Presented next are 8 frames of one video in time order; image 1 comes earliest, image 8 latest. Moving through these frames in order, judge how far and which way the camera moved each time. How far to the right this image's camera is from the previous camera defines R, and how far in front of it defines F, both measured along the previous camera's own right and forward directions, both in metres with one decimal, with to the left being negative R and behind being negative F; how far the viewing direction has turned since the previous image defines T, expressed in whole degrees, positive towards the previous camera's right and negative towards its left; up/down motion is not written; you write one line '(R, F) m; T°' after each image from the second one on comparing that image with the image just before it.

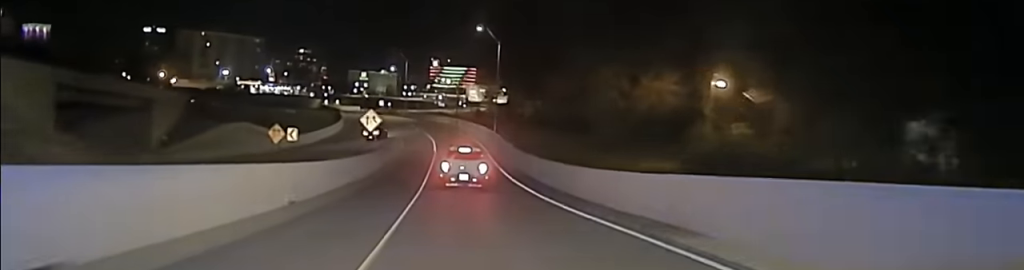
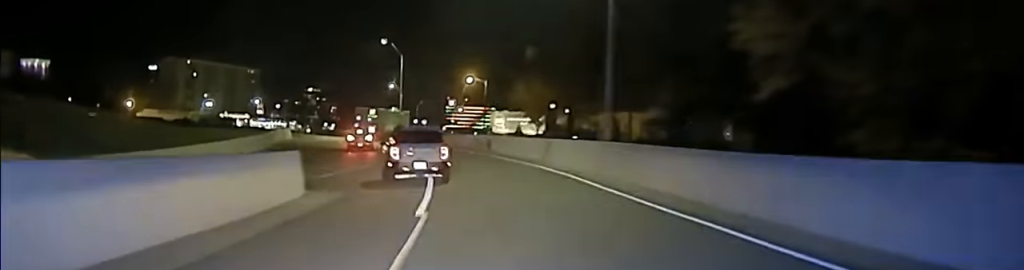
(-1.1, +59.7) m; -5°
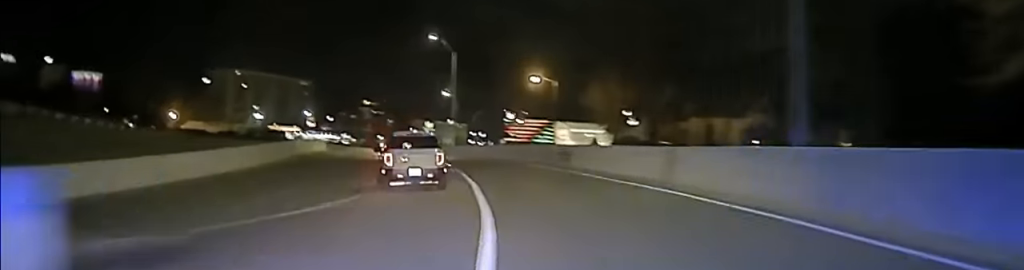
(-0.5, +14.7) m; -3°
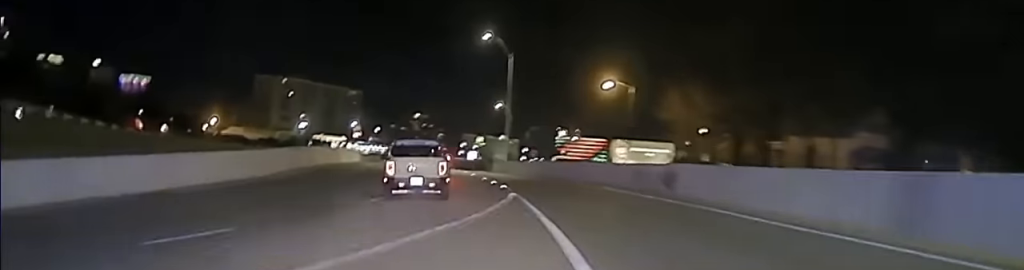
(-0.1, +12.5) m; -2°
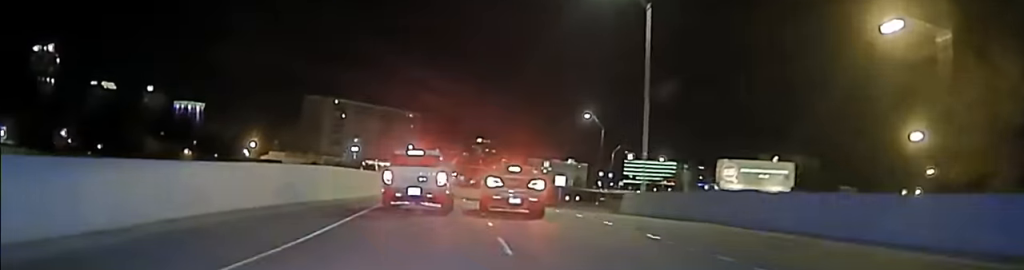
(-1.4, +33.8) m; -2°
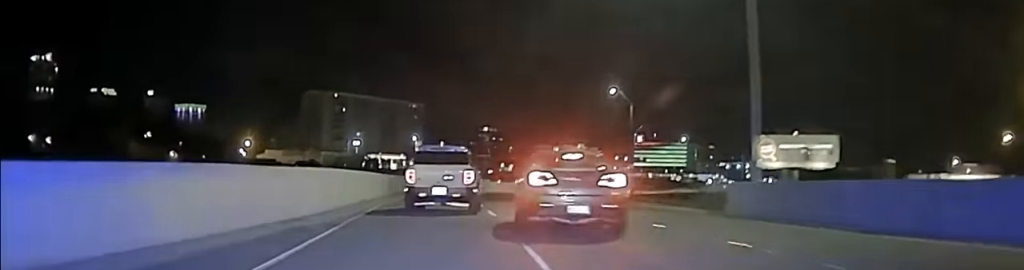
(-0.2, +15.2) m; +2°
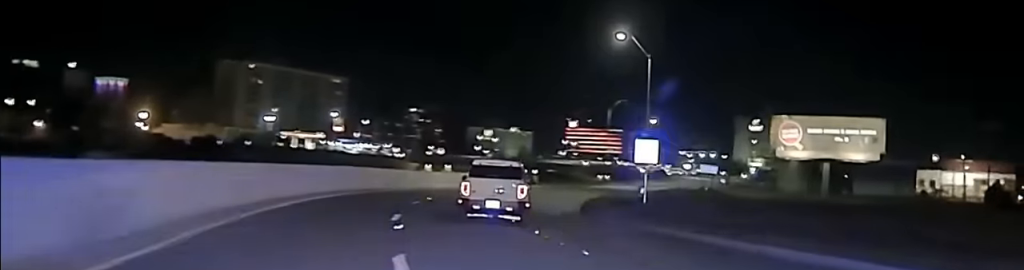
(+2.1, +37.6) m; +9°
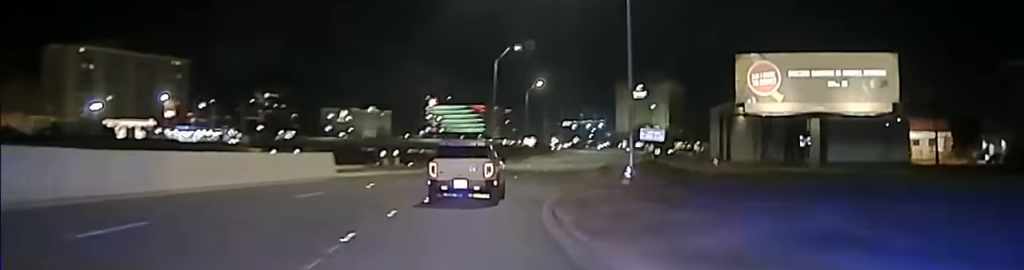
(+3.3, +35.9) m; +8°
